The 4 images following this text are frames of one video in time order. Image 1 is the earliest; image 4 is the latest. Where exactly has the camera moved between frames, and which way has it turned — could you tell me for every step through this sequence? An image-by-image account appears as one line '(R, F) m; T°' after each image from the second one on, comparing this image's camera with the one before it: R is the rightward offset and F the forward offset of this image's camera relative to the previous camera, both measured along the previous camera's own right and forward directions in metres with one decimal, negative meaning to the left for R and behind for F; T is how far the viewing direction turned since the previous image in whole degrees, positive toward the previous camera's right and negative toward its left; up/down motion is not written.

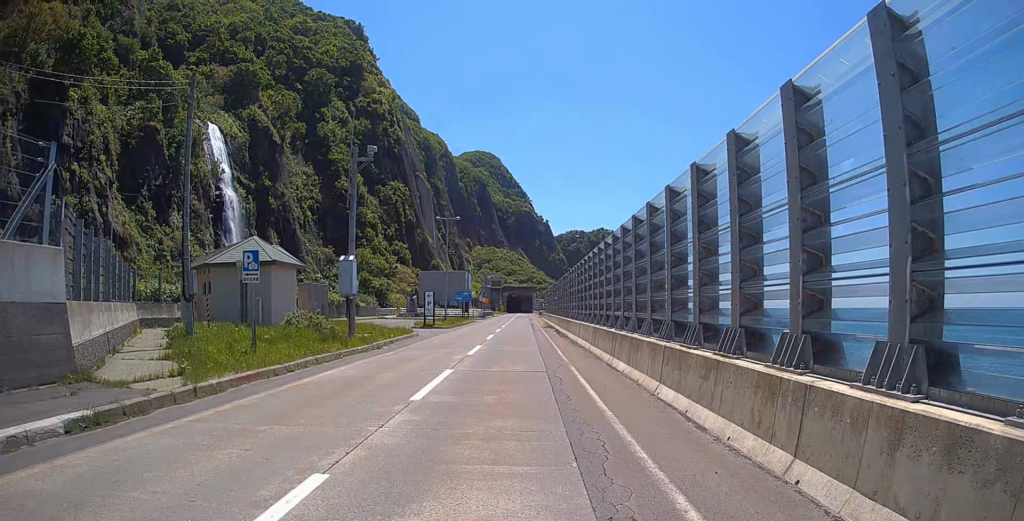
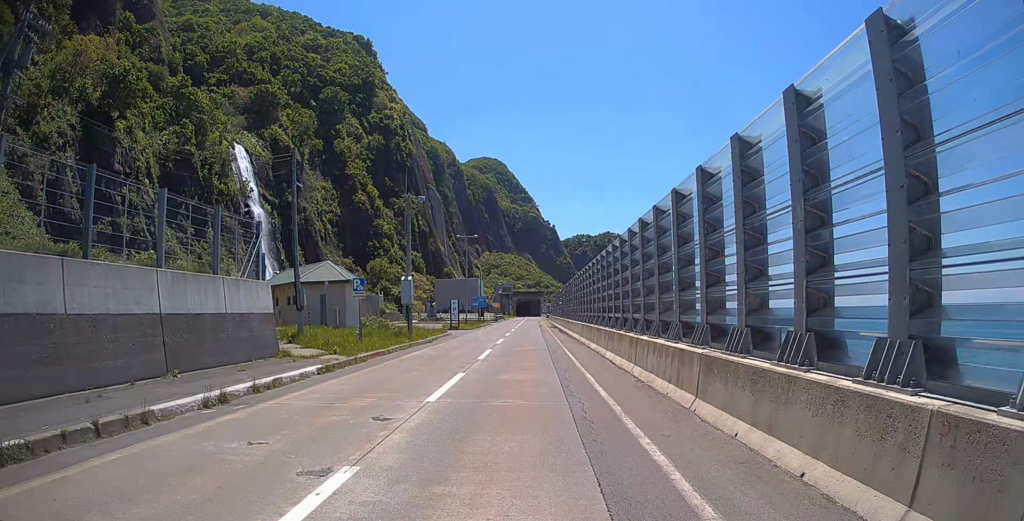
(-0.1, +8.6) m; 0°
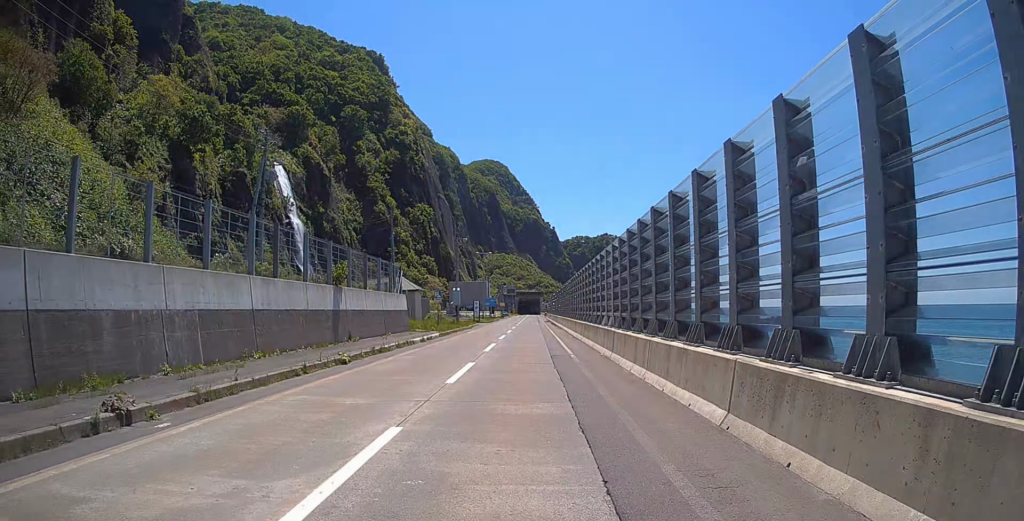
(+0.4, +19.2) m; +3°
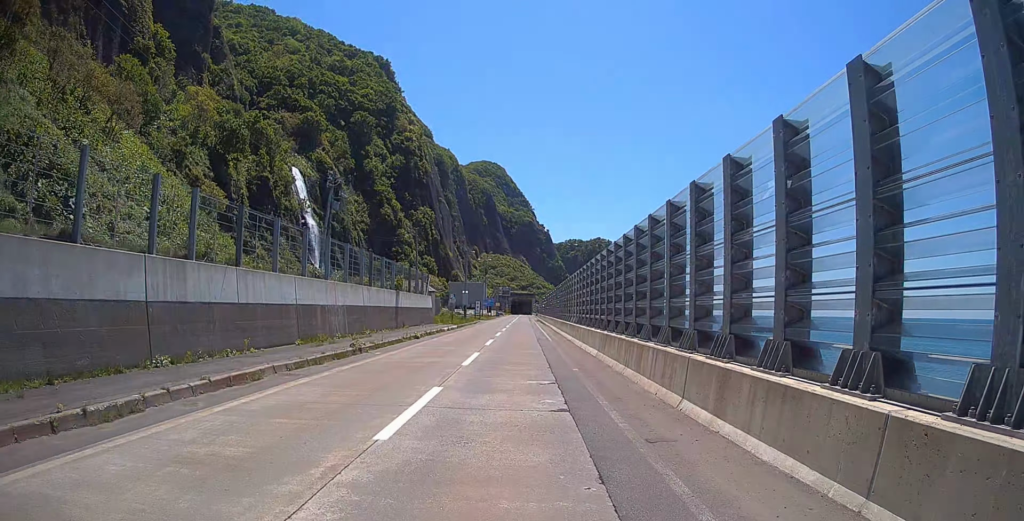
(+0.1, +13.4) m; 0°
